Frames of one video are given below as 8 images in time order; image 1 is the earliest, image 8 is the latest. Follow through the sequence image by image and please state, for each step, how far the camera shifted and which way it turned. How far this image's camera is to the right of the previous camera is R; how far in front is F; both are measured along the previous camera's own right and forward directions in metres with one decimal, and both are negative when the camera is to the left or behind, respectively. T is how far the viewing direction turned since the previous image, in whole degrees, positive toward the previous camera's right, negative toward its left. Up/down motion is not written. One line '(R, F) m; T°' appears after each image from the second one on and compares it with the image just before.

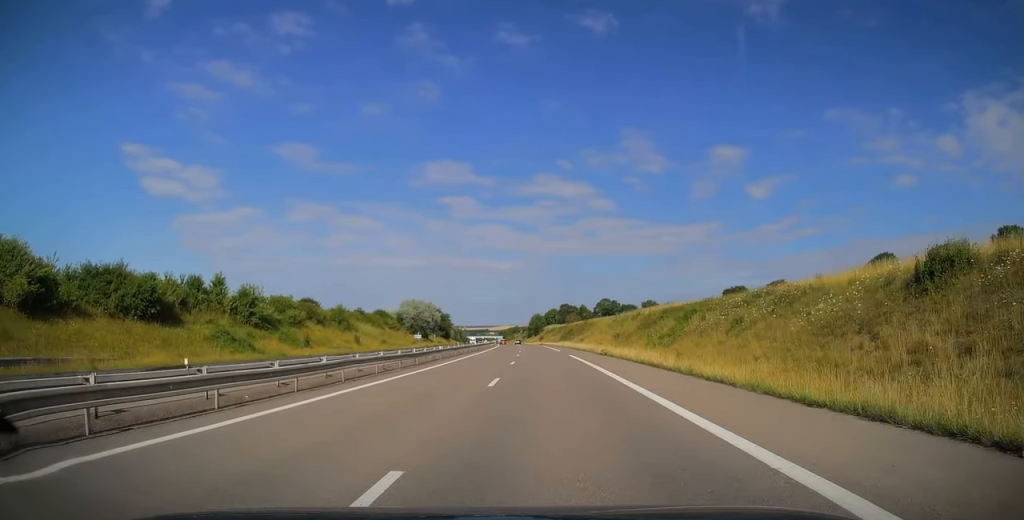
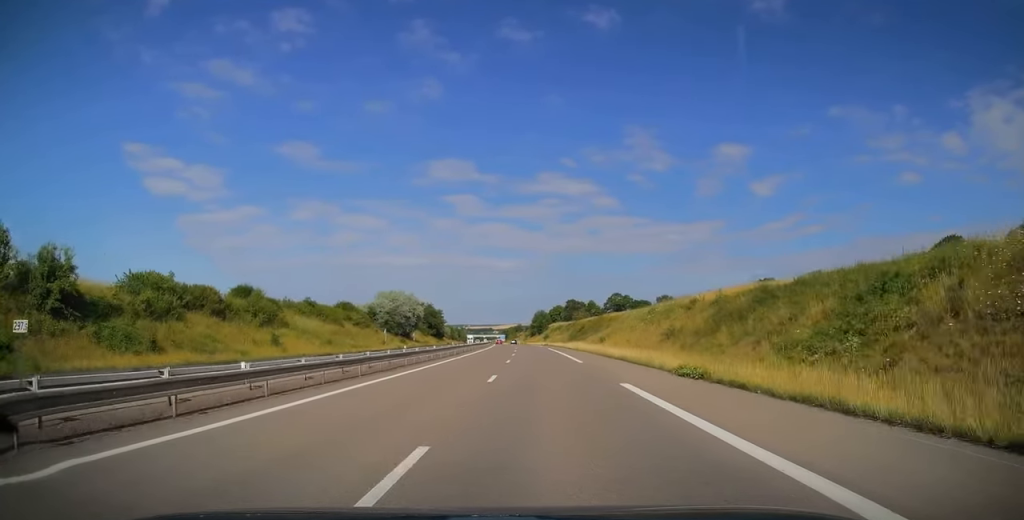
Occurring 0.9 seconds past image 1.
(-0.3, +25.6) m; -1°
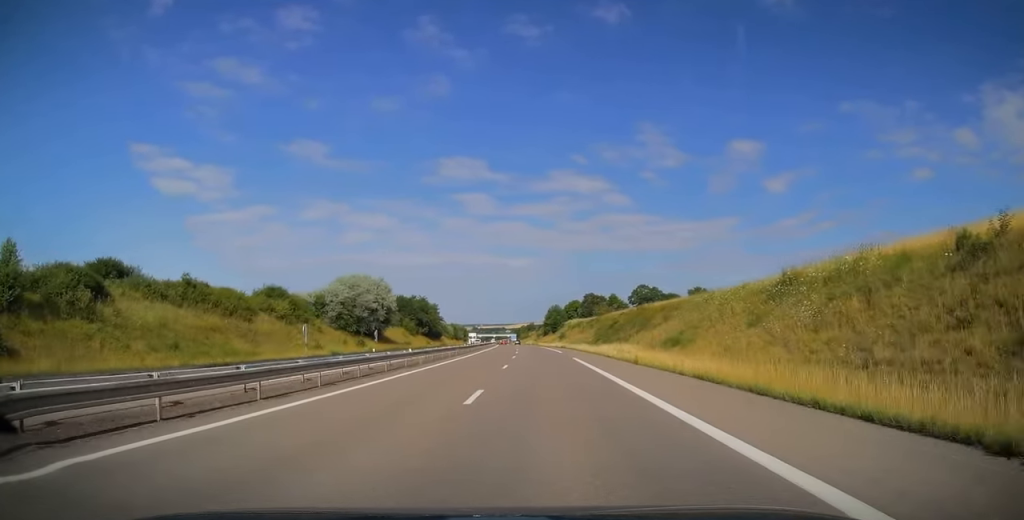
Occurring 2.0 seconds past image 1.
(-0.2, +32.5) m; -1°
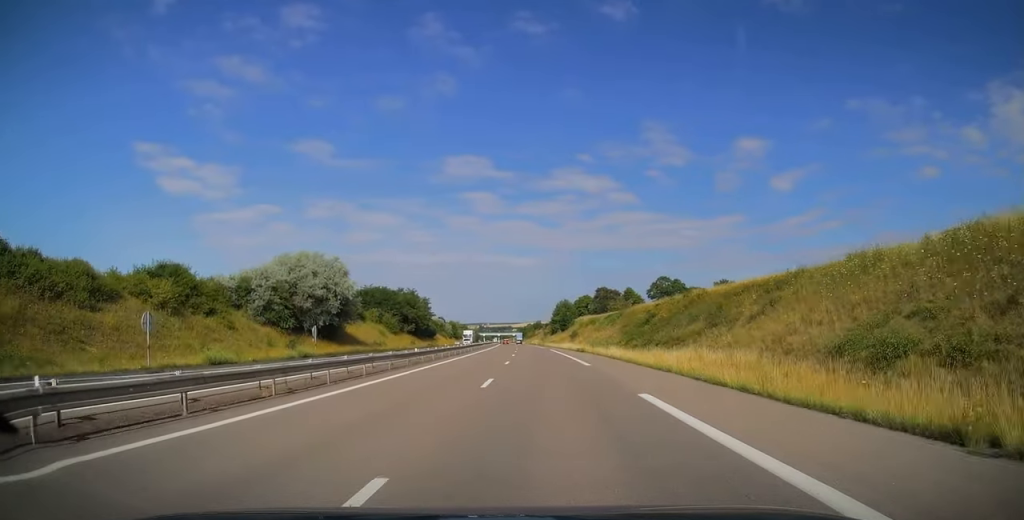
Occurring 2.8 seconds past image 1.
(-0.1, +23.1) m; -1°
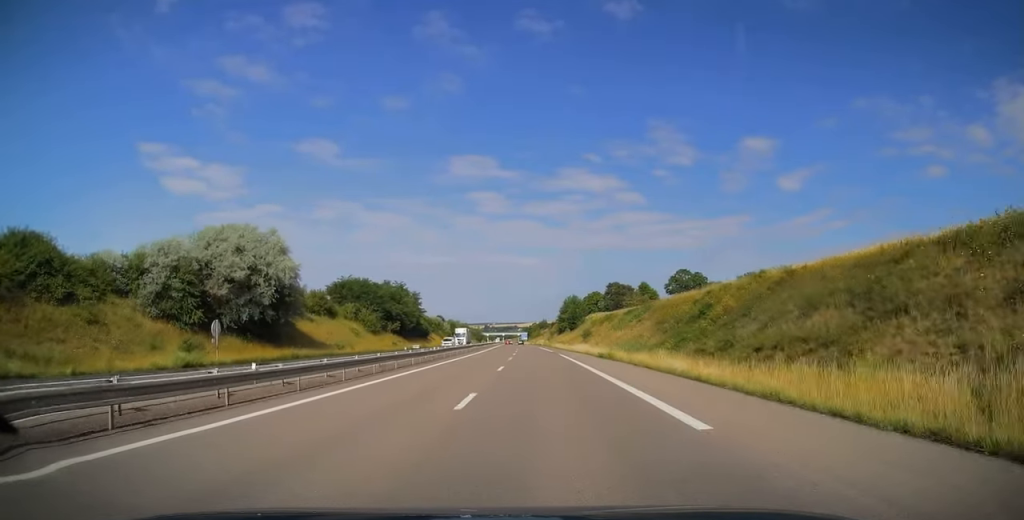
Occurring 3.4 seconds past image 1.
(-0.2, +18.2) m; -1°
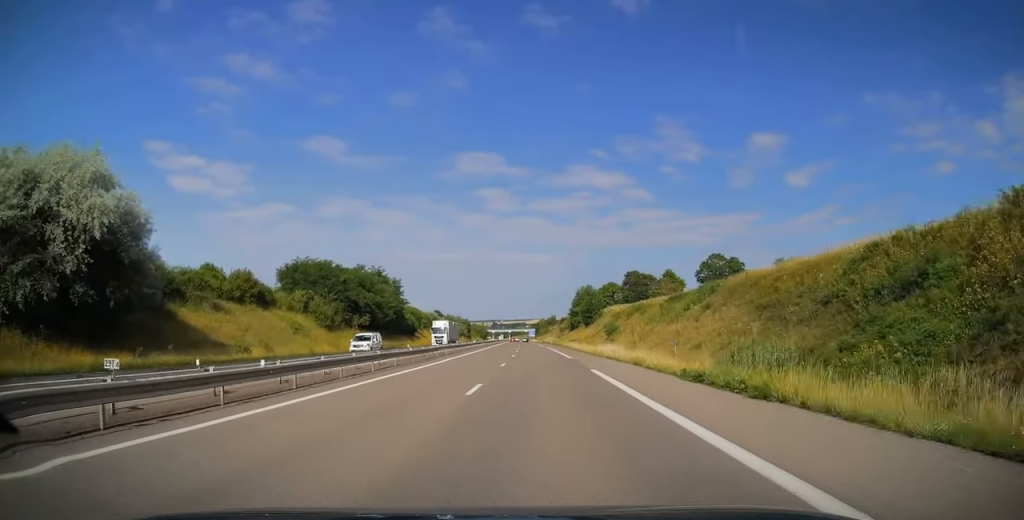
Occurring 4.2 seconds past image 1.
(0.0, +24.1) m; 0°
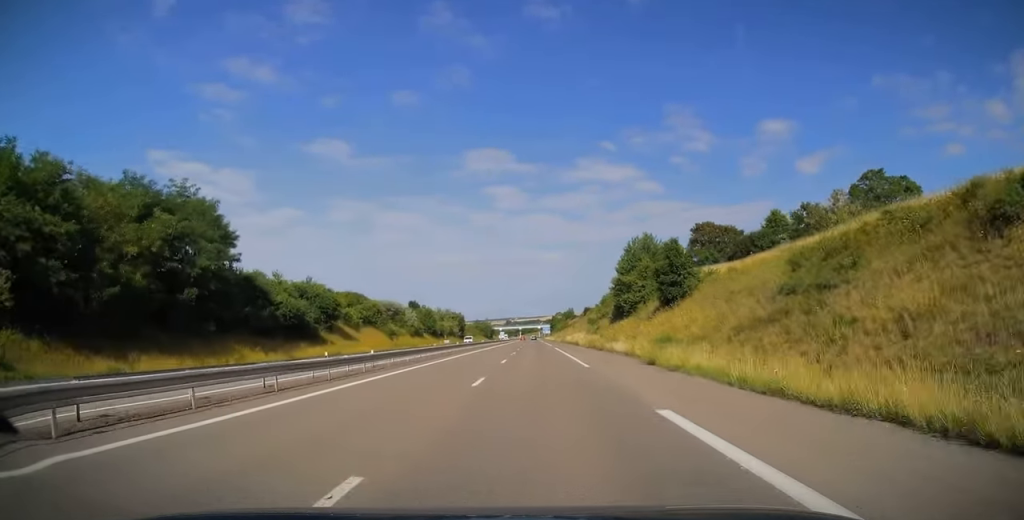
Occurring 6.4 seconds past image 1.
(-1.0, +65.0) m; -3°
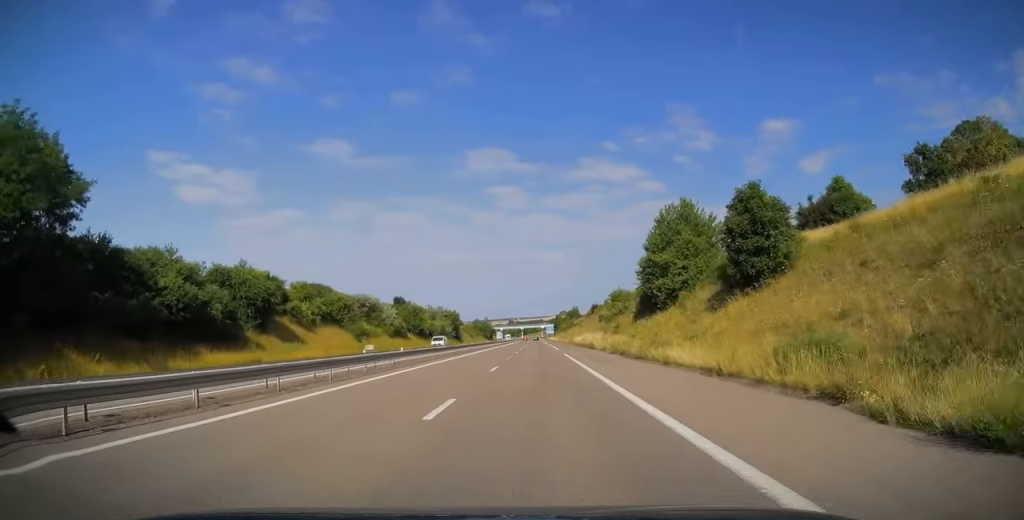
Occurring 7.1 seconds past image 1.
(-0.3, +19.7) m; 0°
